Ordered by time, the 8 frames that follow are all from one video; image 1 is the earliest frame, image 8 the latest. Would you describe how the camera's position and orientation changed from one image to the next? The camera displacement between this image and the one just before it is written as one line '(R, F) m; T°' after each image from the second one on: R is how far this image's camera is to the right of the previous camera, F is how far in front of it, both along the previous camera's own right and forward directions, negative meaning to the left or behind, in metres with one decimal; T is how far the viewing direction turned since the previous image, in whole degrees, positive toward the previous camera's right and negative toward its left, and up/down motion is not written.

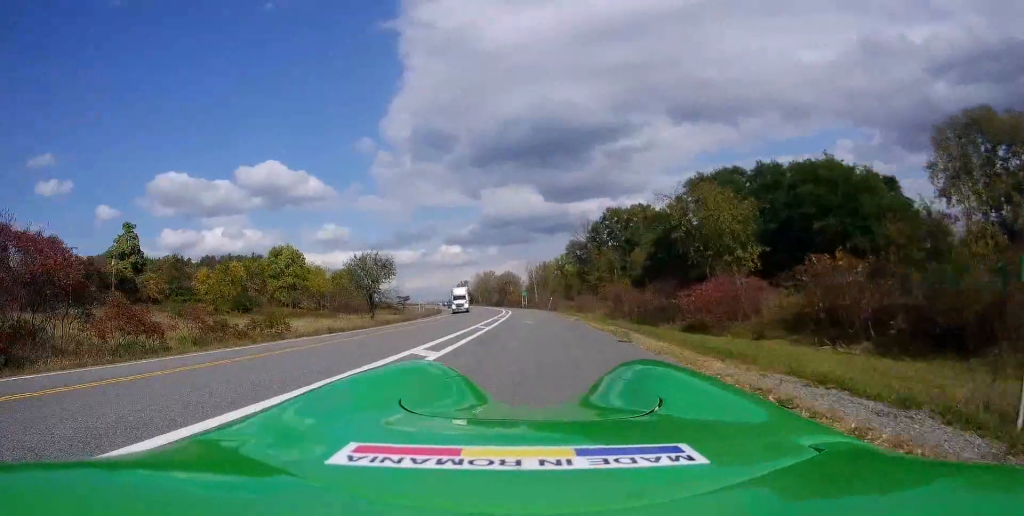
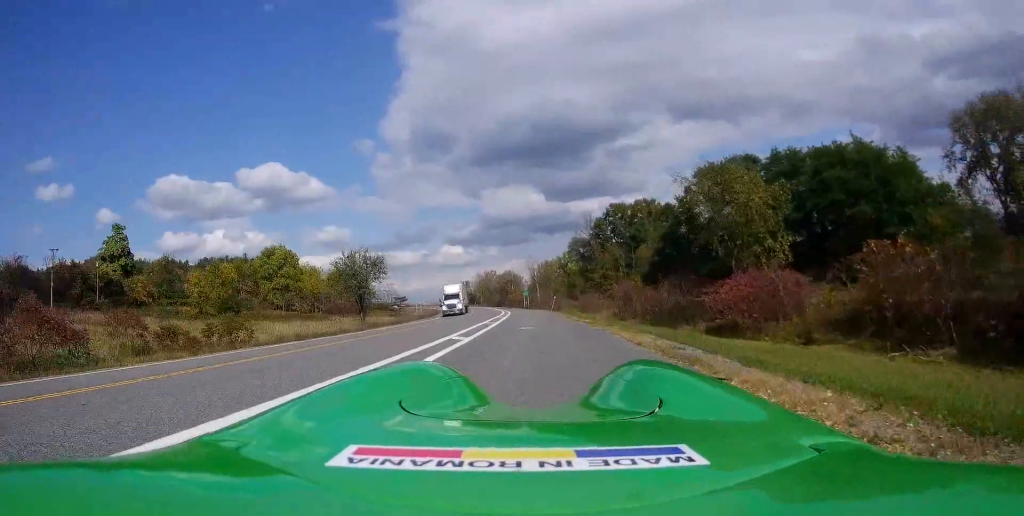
(+0.1, +5.5) m; +1°
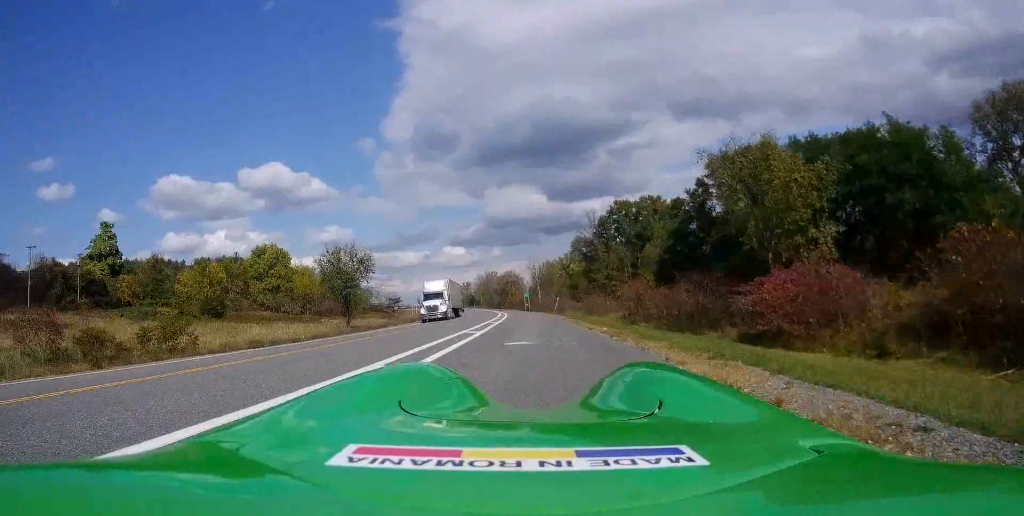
(0.0, +5.5) m; +1°
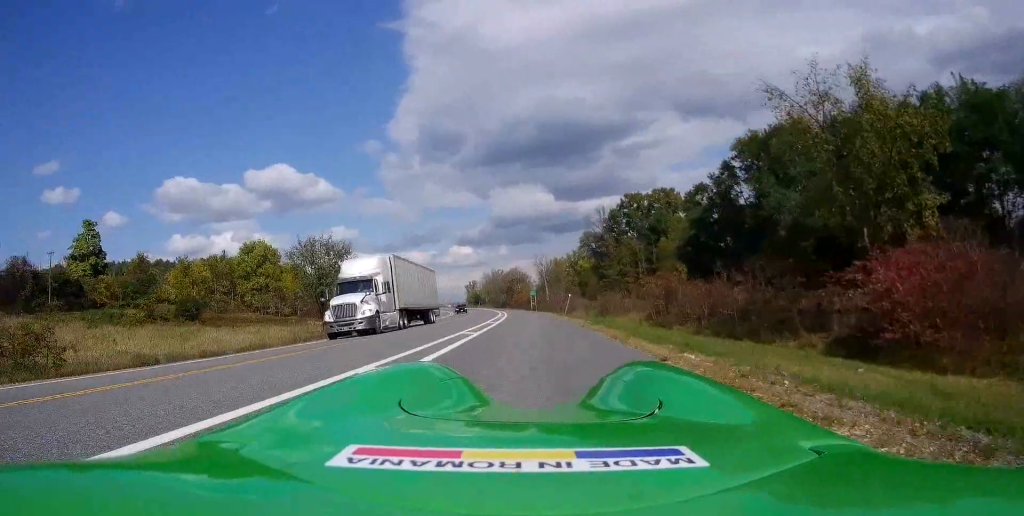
(+0.1, +9.3) m; -1°
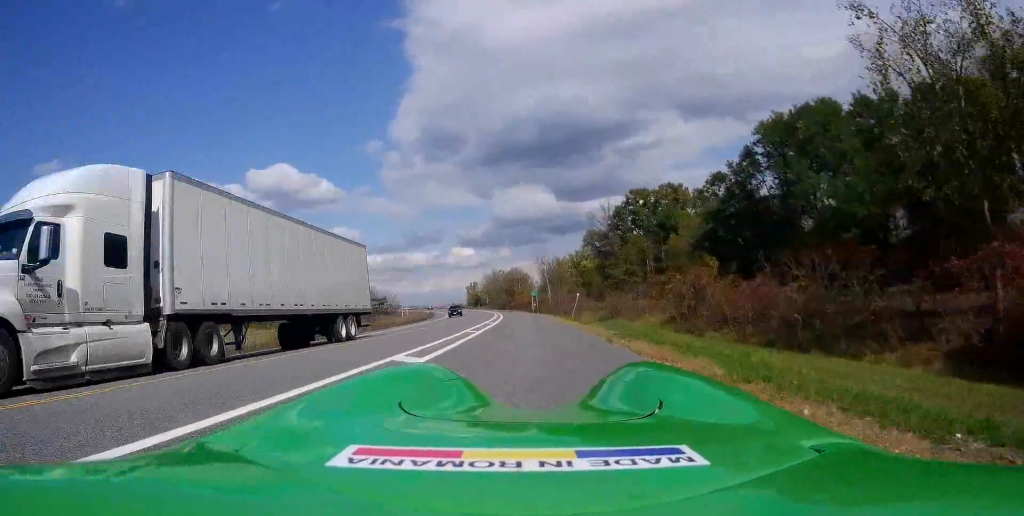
(0.0, +7.1) m; -1°
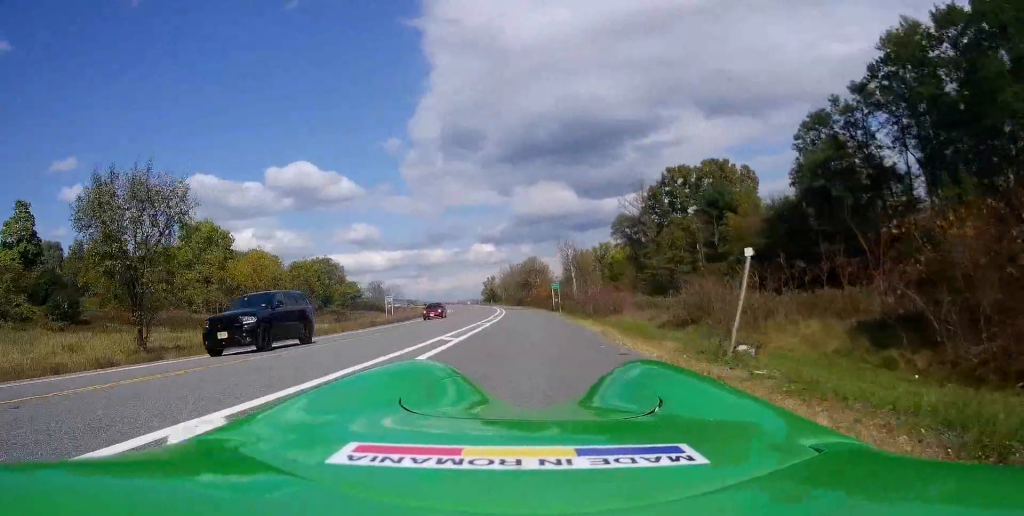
(-0.8, +23.1) m; -2°
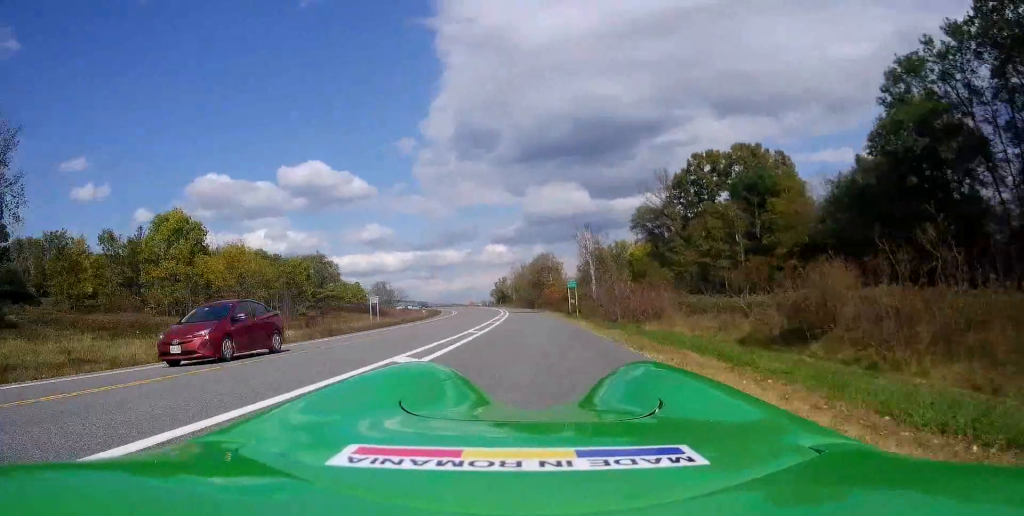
(0.0, +13.1) m; 0°
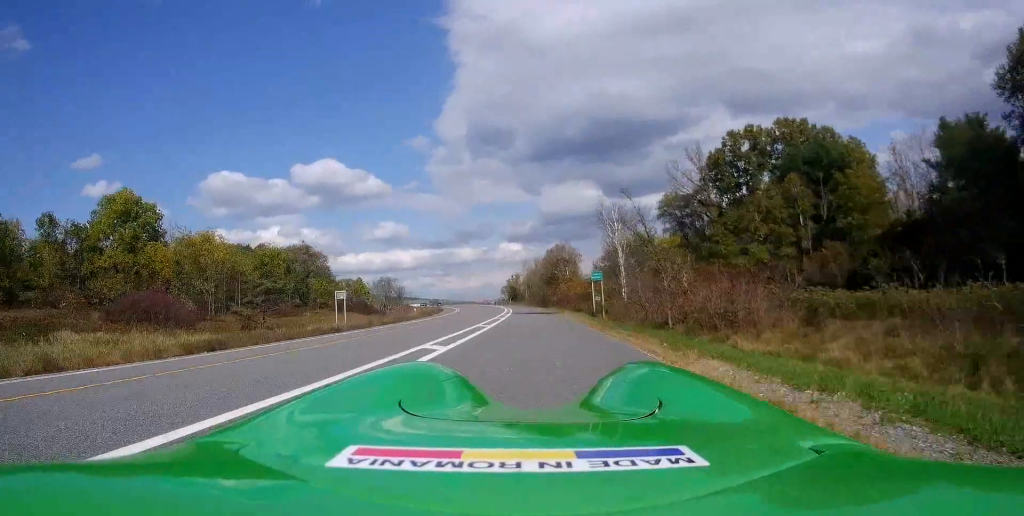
(0.0, +16.4) m; -1°
